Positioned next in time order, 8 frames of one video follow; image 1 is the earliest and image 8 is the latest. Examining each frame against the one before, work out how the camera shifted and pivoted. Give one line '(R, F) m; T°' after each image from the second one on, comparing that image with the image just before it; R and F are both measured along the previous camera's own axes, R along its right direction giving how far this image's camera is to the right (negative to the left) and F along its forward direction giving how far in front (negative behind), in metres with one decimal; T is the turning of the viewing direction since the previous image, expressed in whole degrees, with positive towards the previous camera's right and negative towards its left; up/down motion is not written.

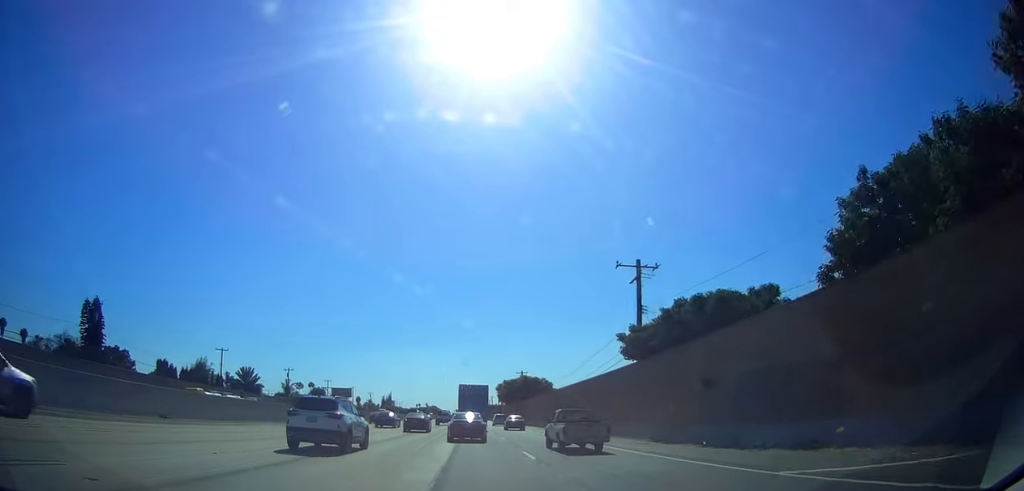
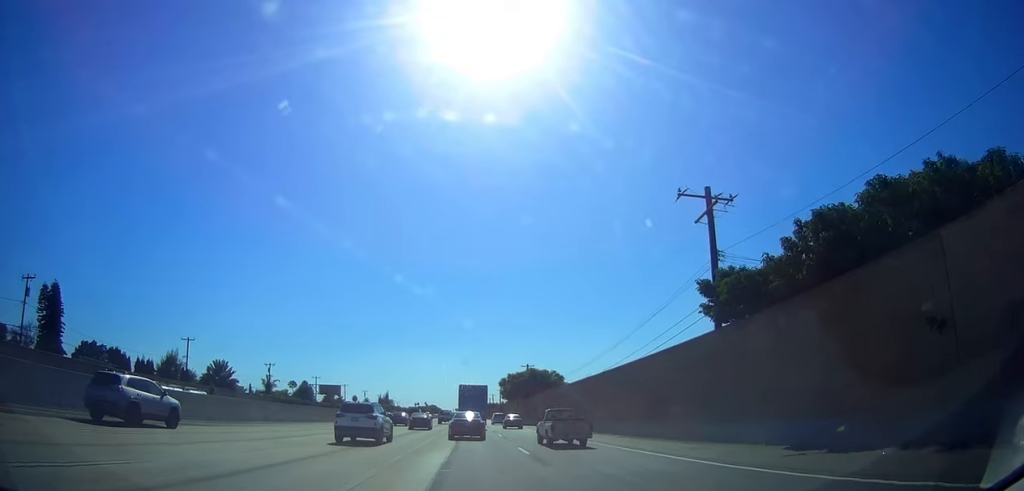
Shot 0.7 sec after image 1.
(0.0, +12.7) m; 0°
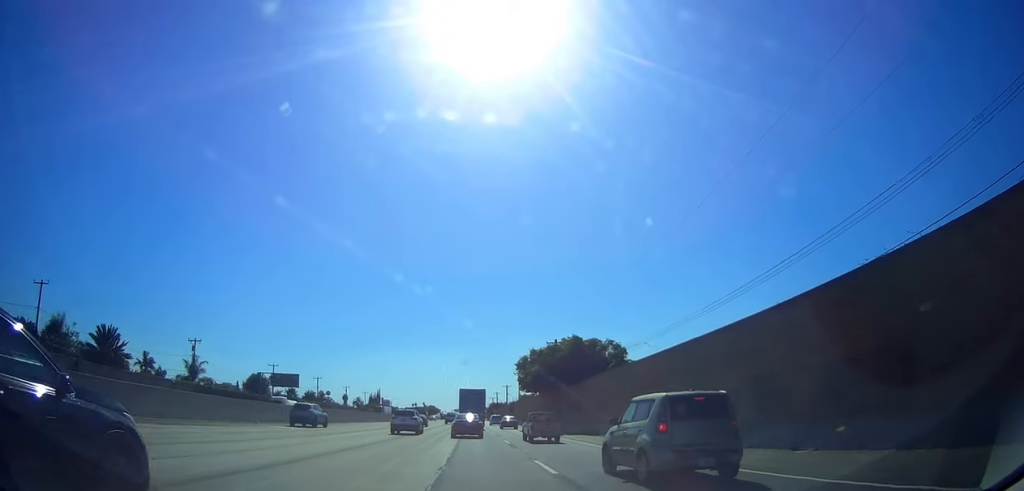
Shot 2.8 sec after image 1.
(0.0, +35.0) m; 0°
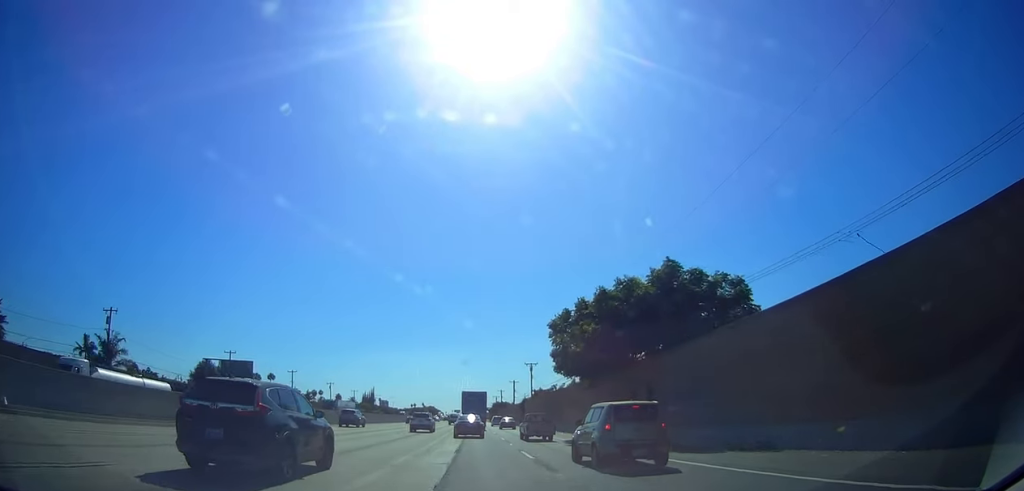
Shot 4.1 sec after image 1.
(0.0, +22.9) m; 0°
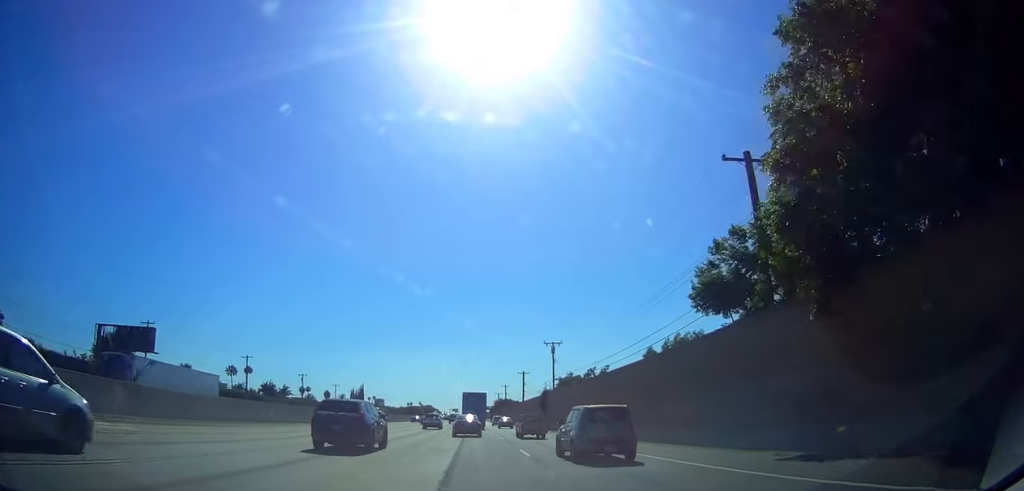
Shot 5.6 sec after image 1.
(0.0, +26.9) m; 0°
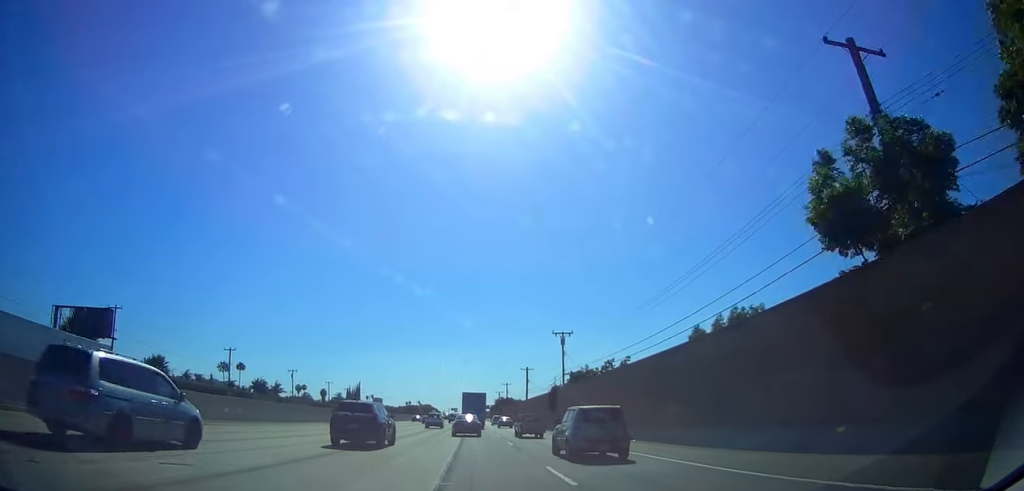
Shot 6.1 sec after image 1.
(0.0, +7.9) m; 0°
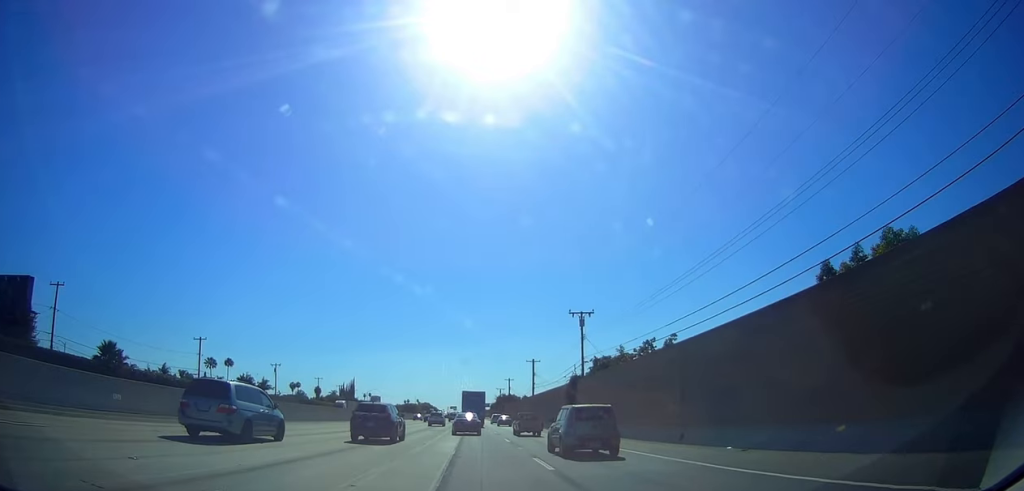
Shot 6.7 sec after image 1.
(0.0, +11.6) m; 0°
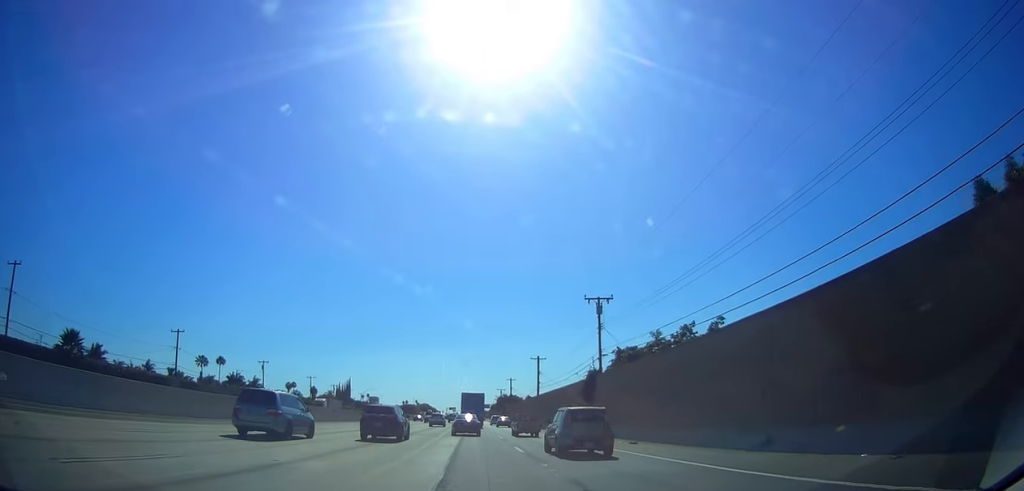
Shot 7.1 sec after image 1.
(0.0, +7.4) m; 0°
